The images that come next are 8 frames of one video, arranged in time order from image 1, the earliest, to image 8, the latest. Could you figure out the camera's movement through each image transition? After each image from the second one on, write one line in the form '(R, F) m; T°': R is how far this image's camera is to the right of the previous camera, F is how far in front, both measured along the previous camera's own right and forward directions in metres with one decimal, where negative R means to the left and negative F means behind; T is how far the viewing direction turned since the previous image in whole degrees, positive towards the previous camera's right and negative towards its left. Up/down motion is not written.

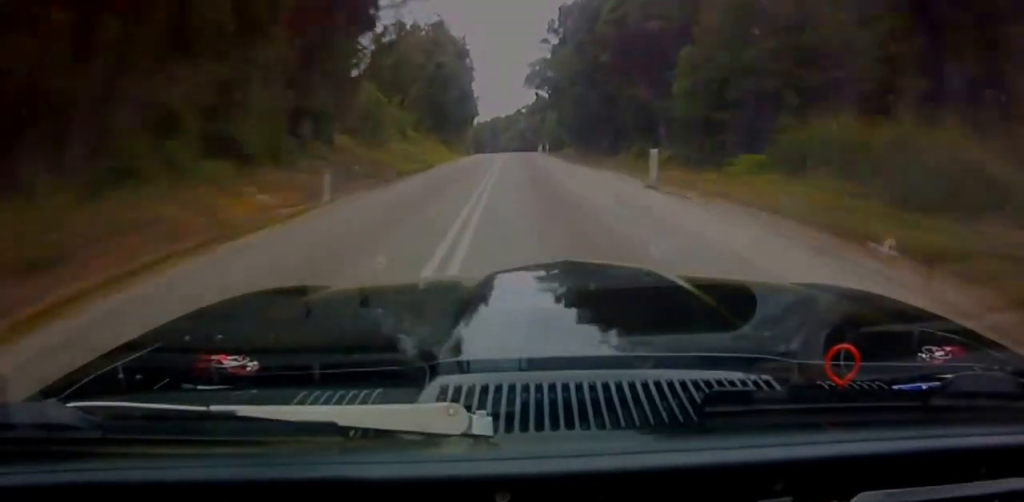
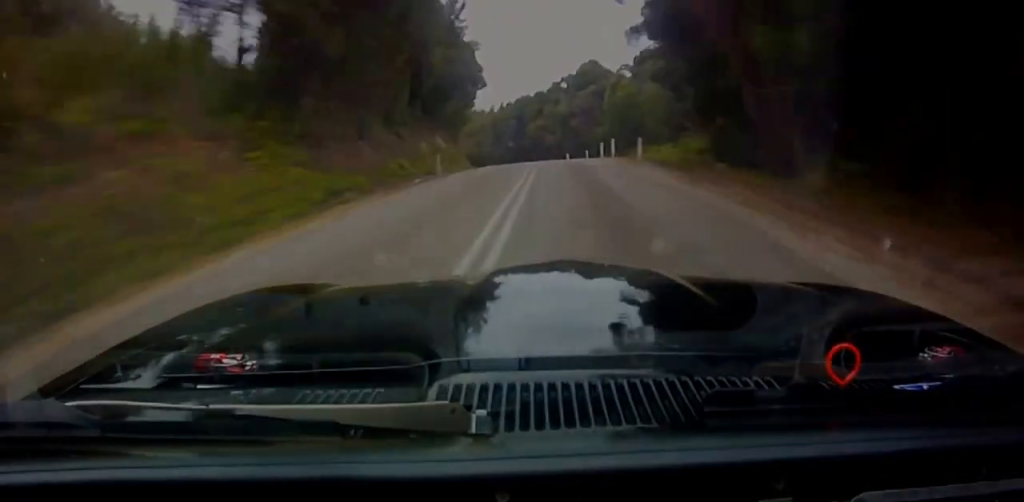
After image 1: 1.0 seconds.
(-0.8, +44.7) m; -3°
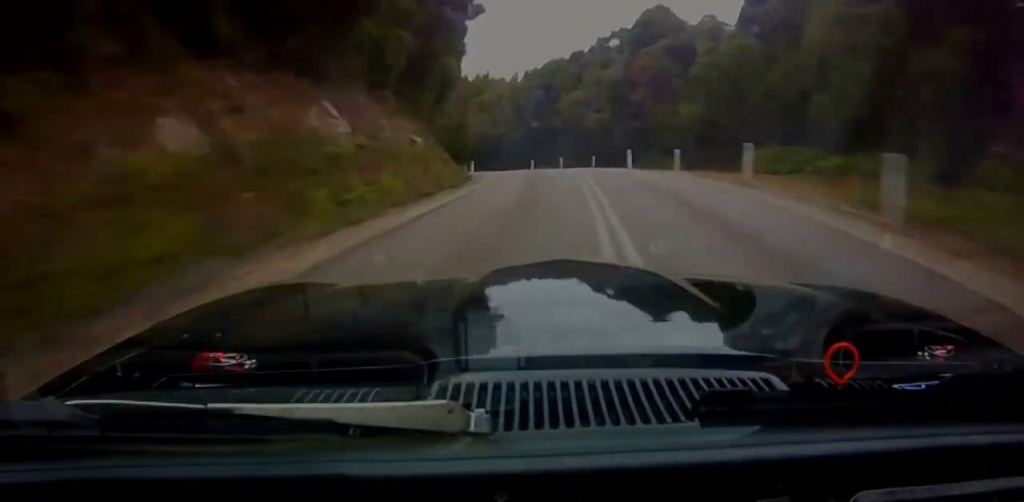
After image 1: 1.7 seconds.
(+0.1, +27.7) m; -4°
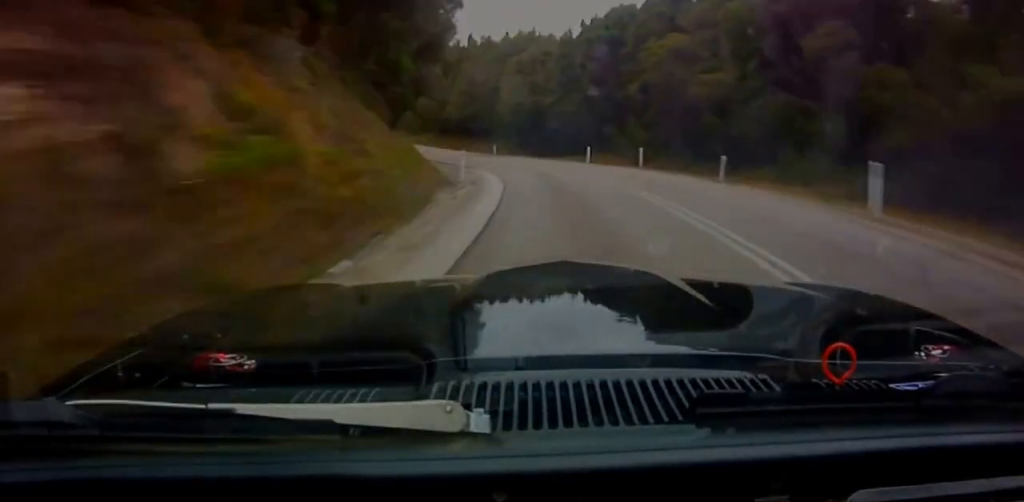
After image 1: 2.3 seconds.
(-1.7, +24.3) m; -6°
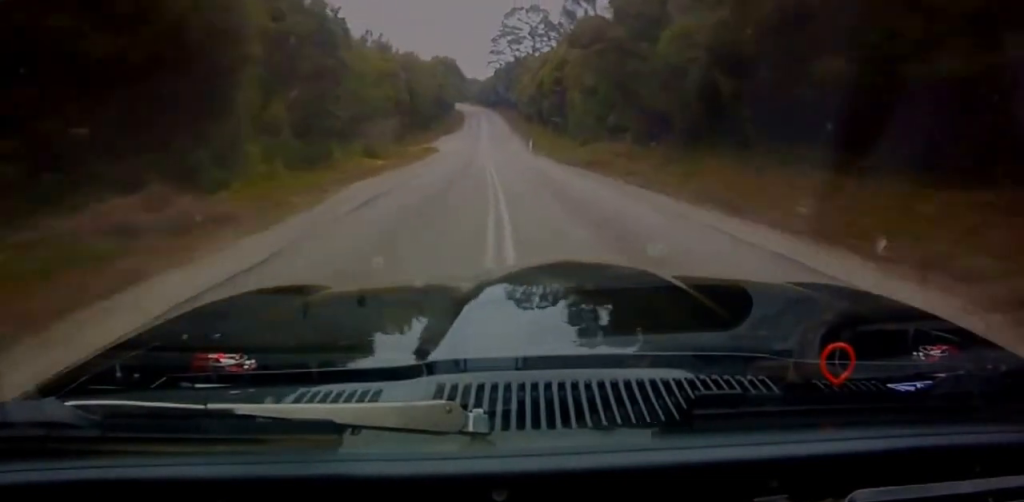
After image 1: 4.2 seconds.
(-11.0, +70.1) m; -16°
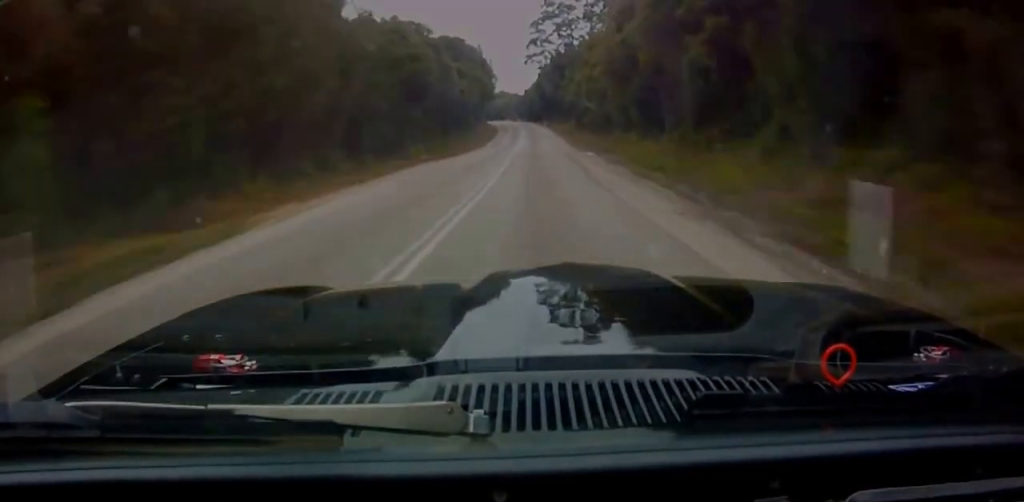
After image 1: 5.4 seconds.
(-3.5, +54.5) m; -5°
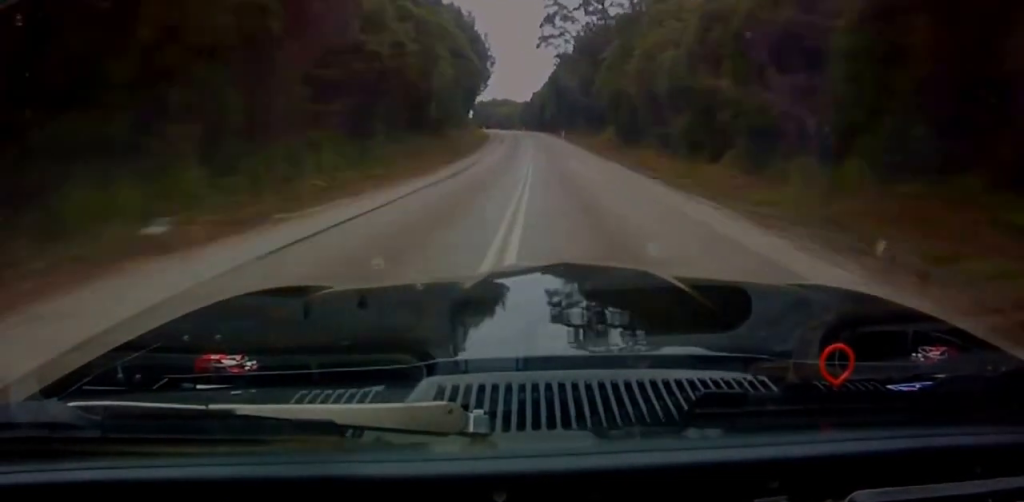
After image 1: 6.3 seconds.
(-0.5, +40.6) m; -1°
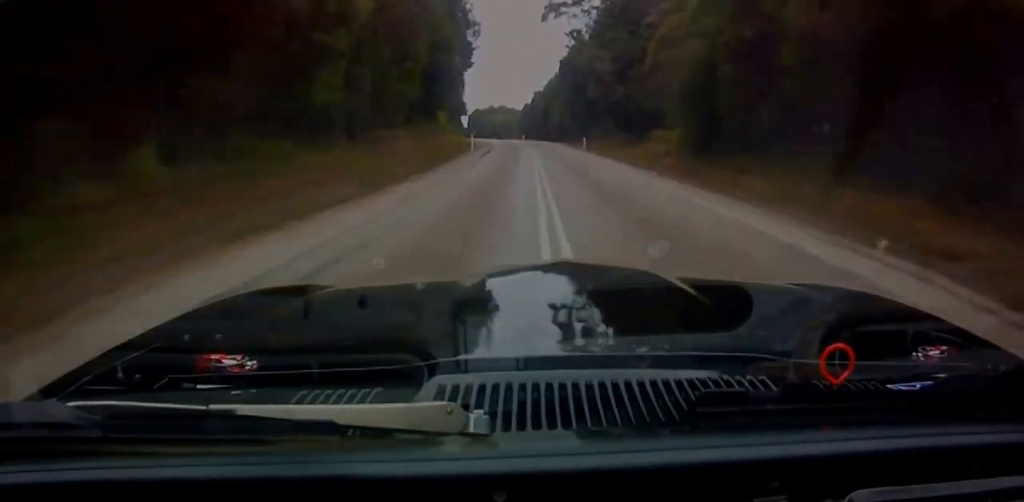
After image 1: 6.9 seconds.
(0.0, +27.1) m; -1°
